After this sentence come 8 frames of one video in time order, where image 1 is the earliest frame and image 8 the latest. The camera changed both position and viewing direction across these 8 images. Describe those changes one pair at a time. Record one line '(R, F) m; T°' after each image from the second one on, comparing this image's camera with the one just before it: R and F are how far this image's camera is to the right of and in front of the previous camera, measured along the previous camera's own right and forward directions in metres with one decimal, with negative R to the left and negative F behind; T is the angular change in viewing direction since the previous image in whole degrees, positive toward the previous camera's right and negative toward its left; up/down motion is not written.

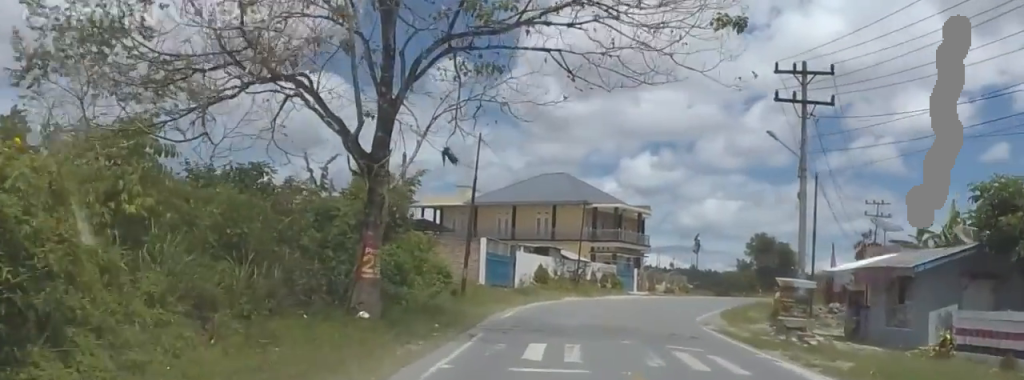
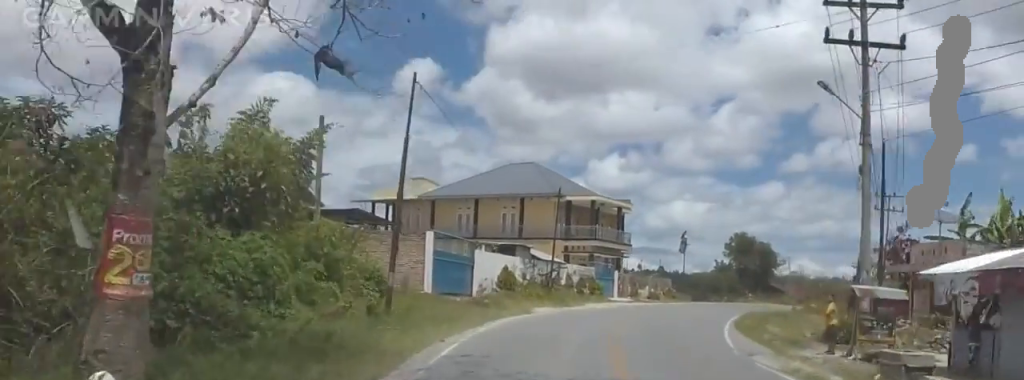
(+0.9, +10.2) m; +4°
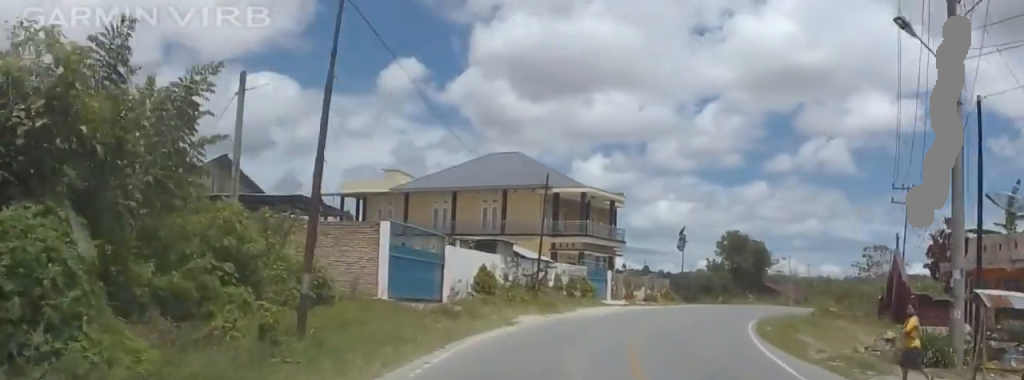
(+0.2, +6.8) m; +2°
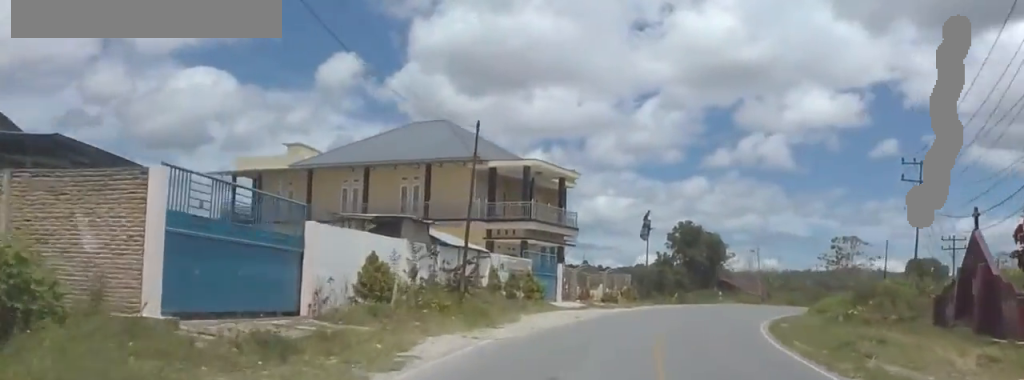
(+0.2, +12.5) m; +1°
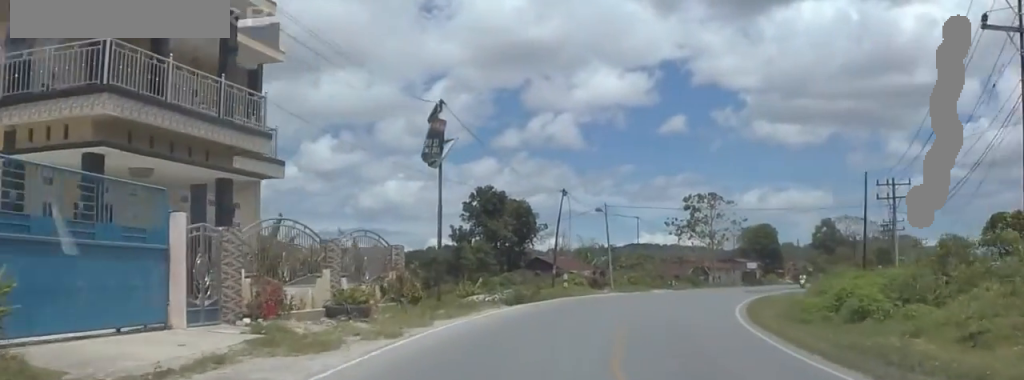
(+3.7, +31.0) m; +13°
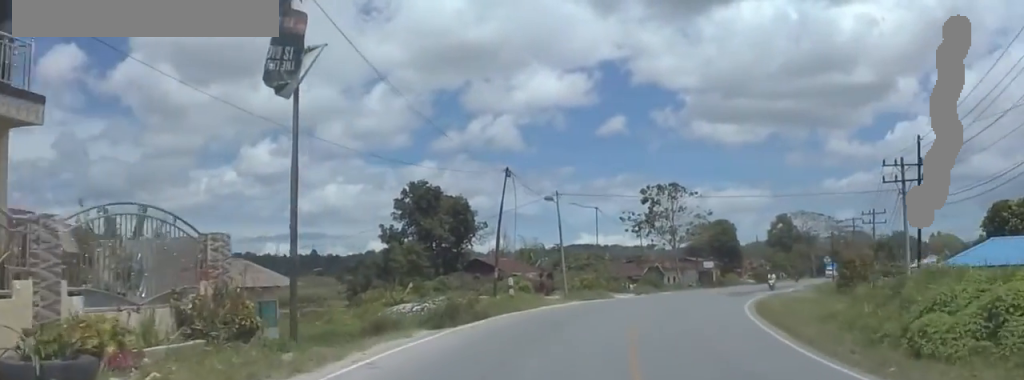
(0.0, +10.8) m; +1°
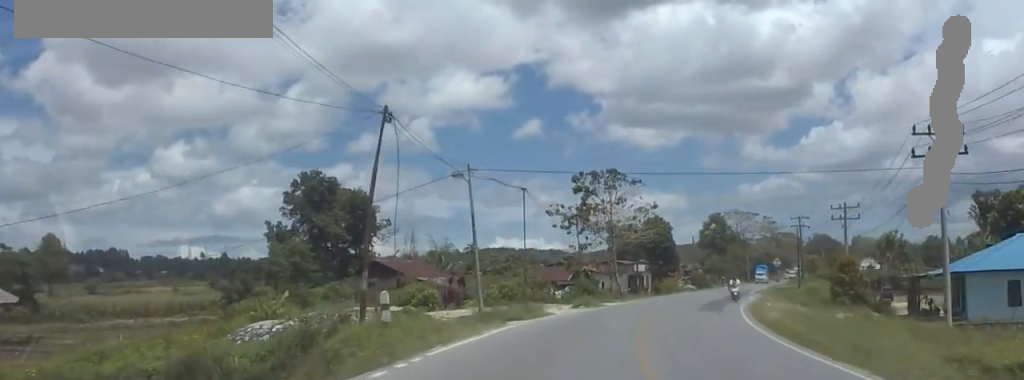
(+0.1, +14.3) m; +5°
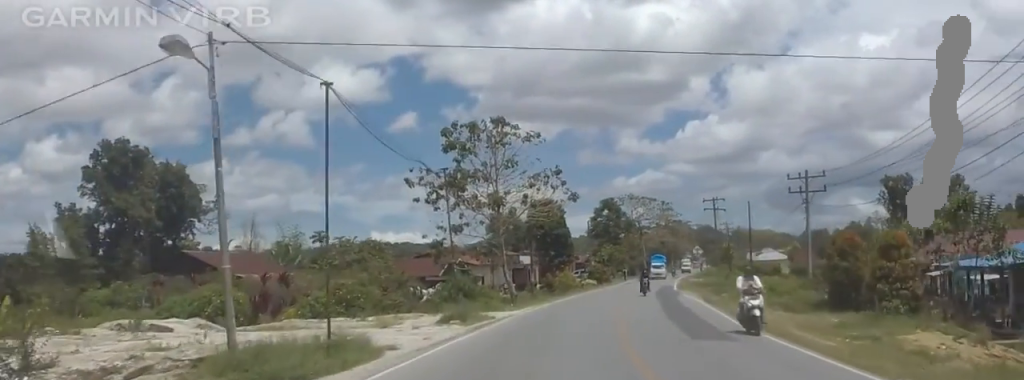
(+1.6, +19.8) m; +6°
